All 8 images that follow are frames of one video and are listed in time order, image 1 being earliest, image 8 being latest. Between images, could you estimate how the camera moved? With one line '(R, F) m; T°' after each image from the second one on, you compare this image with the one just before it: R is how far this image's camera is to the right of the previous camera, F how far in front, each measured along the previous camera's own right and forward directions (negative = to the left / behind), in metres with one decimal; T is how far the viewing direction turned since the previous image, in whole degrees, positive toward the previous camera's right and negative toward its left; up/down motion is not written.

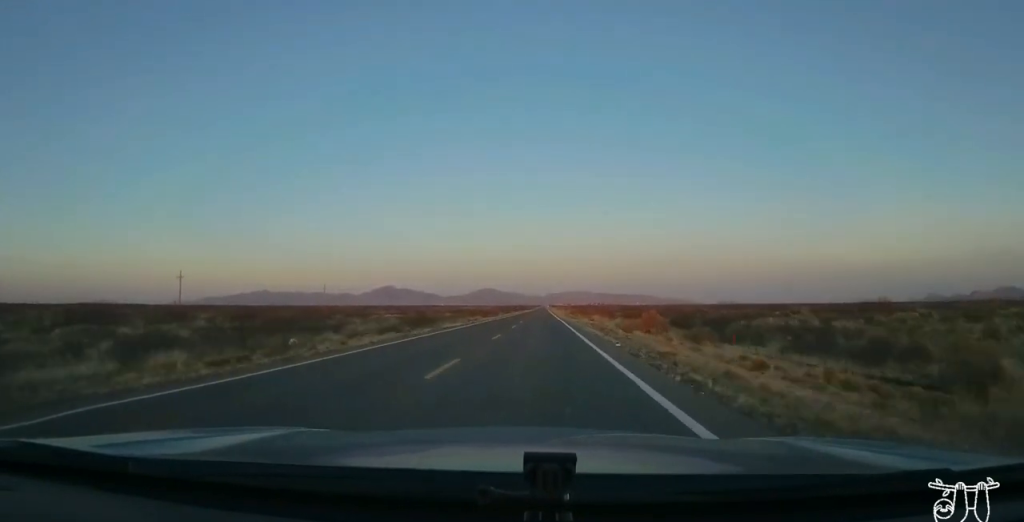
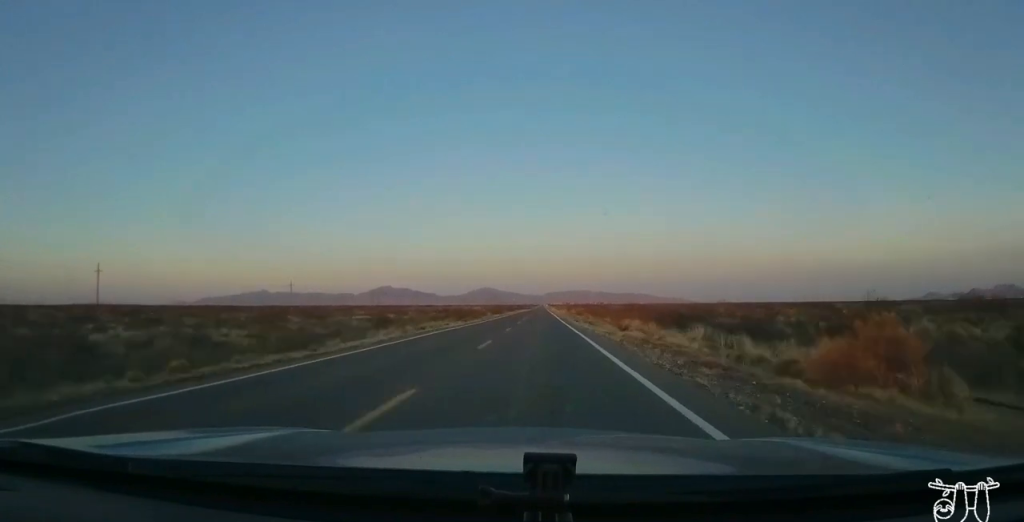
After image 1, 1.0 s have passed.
(+0.1, +28.4) m; +1°
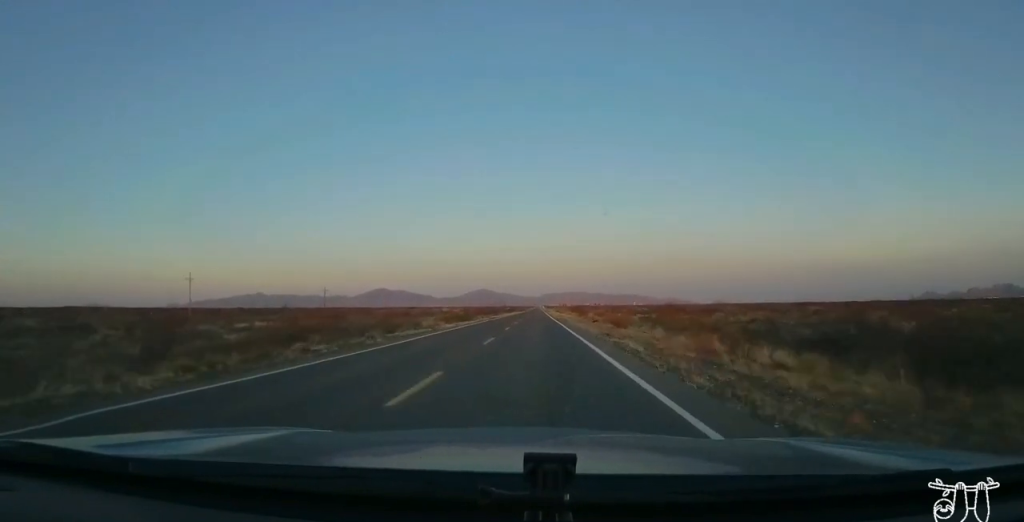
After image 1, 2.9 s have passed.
(+1.1, +56.8) m; +1°
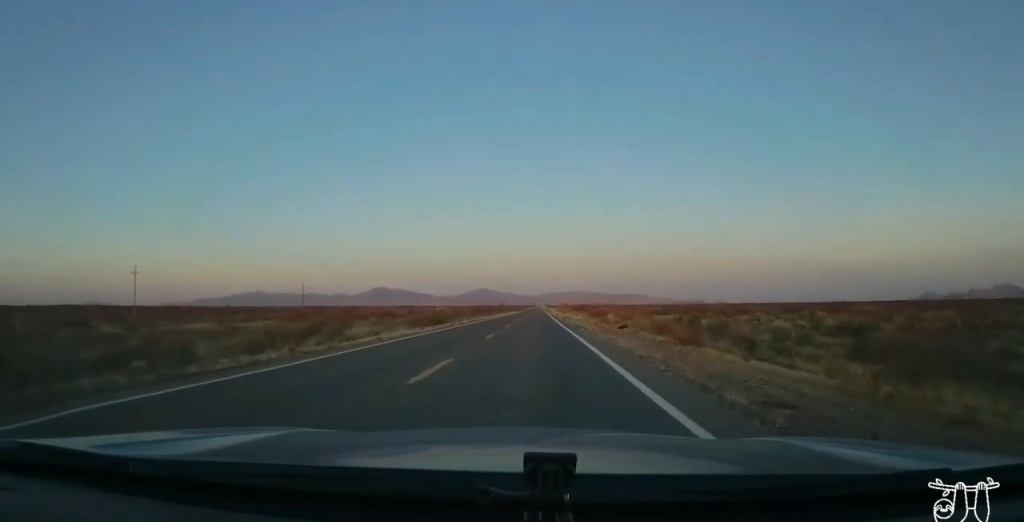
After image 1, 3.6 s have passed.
(0.0, +21.6) m; 0°
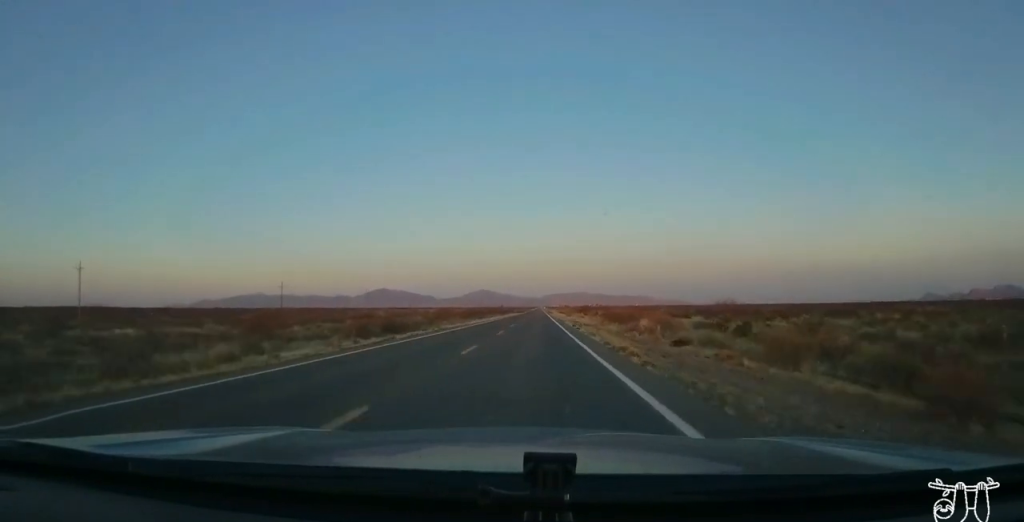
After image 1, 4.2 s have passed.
(0.0, +17.7) m; 0°
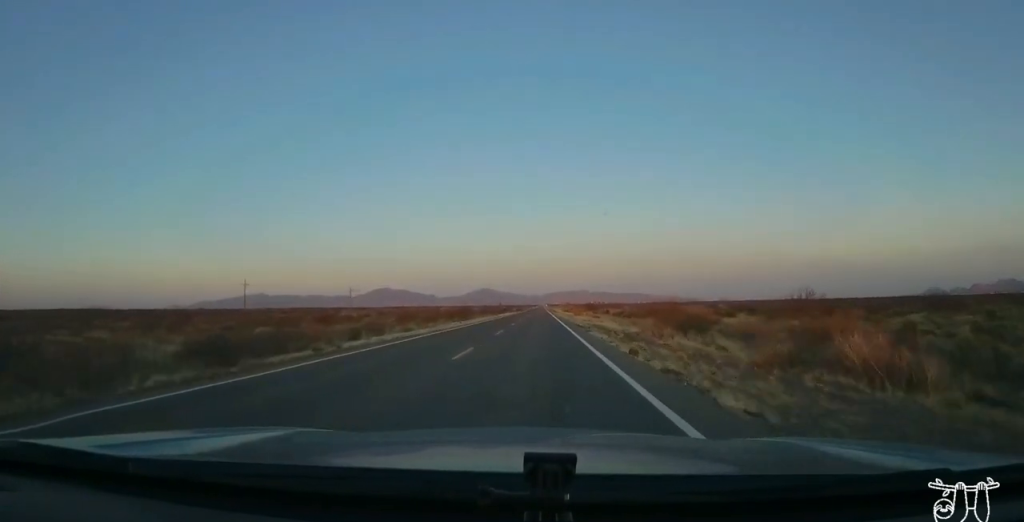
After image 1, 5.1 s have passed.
(0.0, +25.5) m; -1°
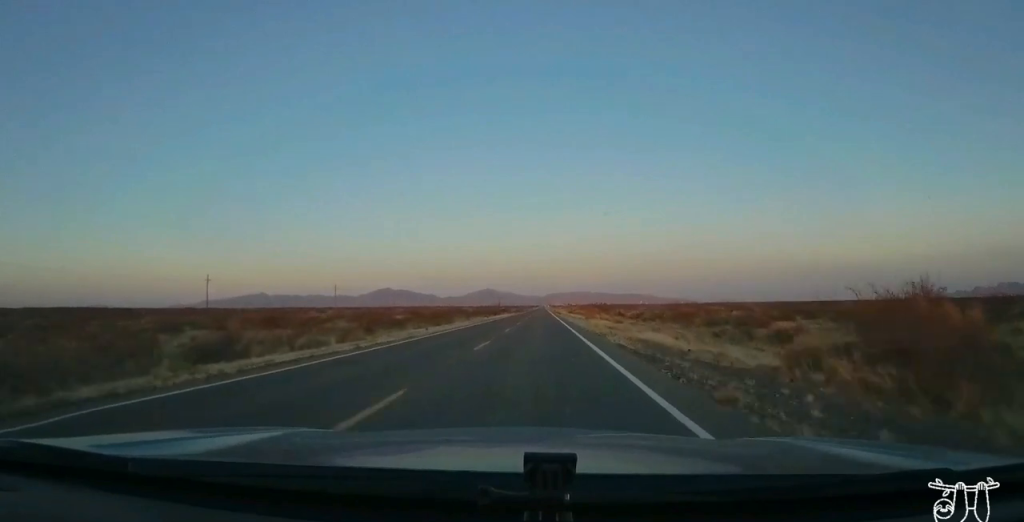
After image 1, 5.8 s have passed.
(-0.3, +20.6) m; -1°
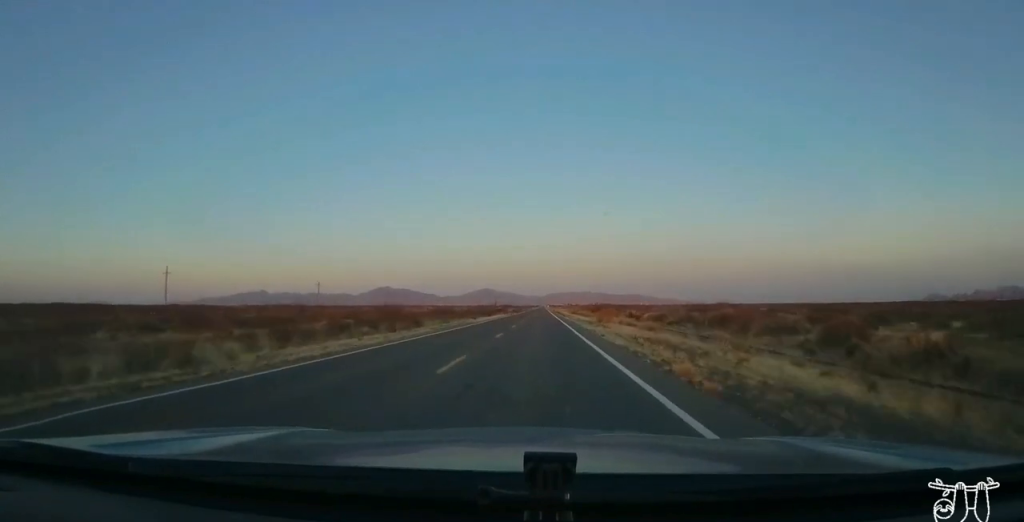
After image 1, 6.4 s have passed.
(-0.1, +17.6) m; 0°
